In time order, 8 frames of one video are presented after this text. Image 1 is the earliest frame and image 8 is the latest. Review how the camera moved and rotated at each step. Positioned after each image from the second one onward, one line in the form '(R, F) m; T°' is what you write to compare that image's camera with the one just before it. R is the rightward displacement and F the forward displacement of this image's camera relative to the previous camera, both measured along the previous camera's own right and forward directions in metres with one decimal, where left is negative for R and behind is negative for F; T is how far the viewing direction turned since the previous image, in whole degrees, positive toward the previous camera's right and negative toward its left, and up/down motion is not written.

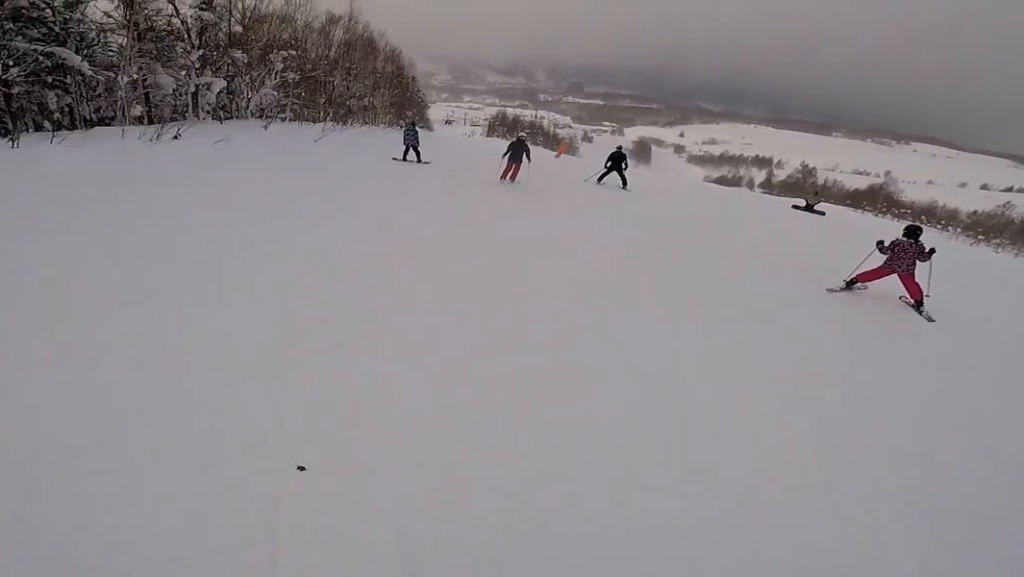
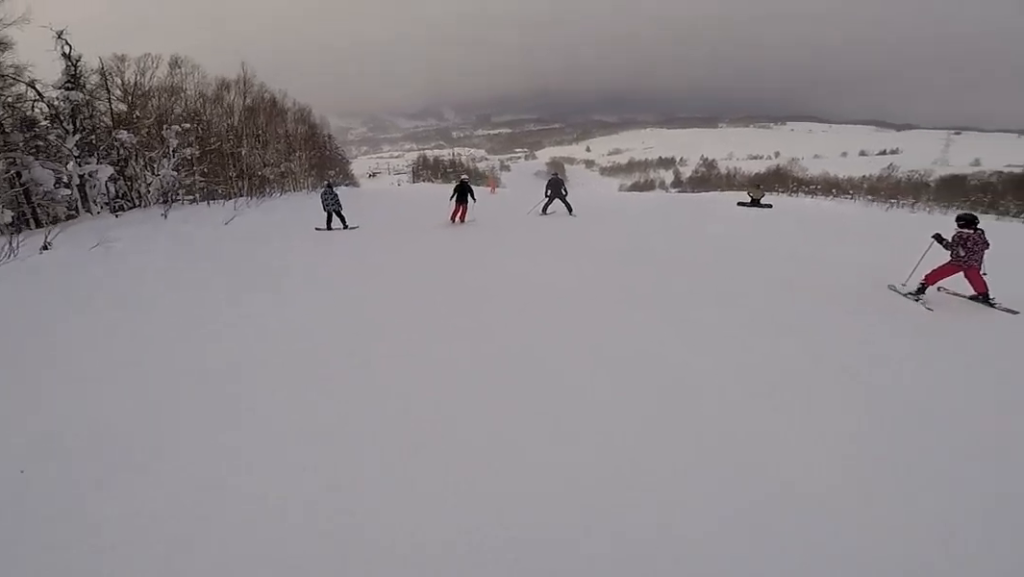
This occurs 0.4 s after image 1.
(-0.3, +2.8) m; +1°
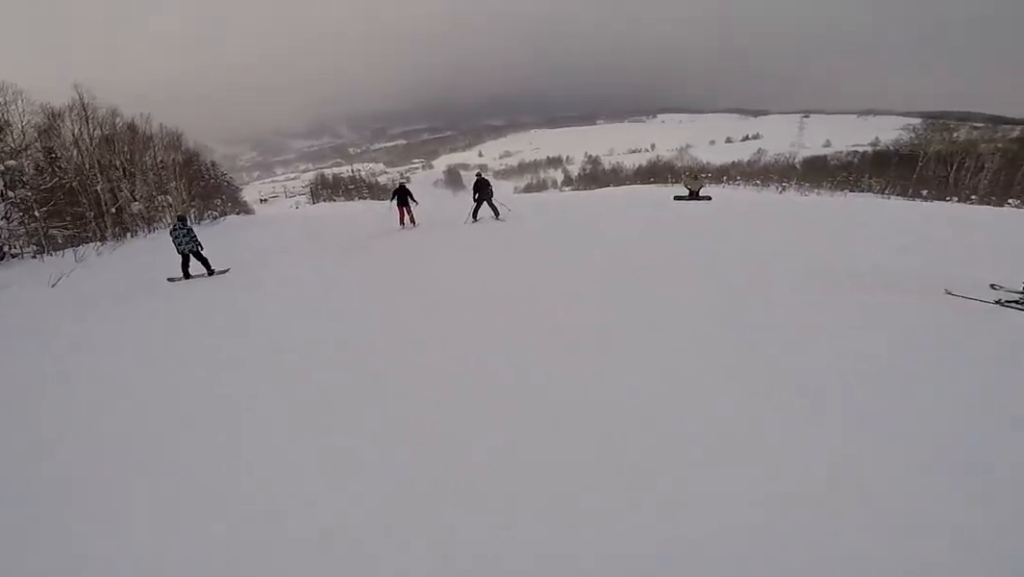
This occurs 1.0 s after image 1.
(+0.5, +4.1) m; +5°
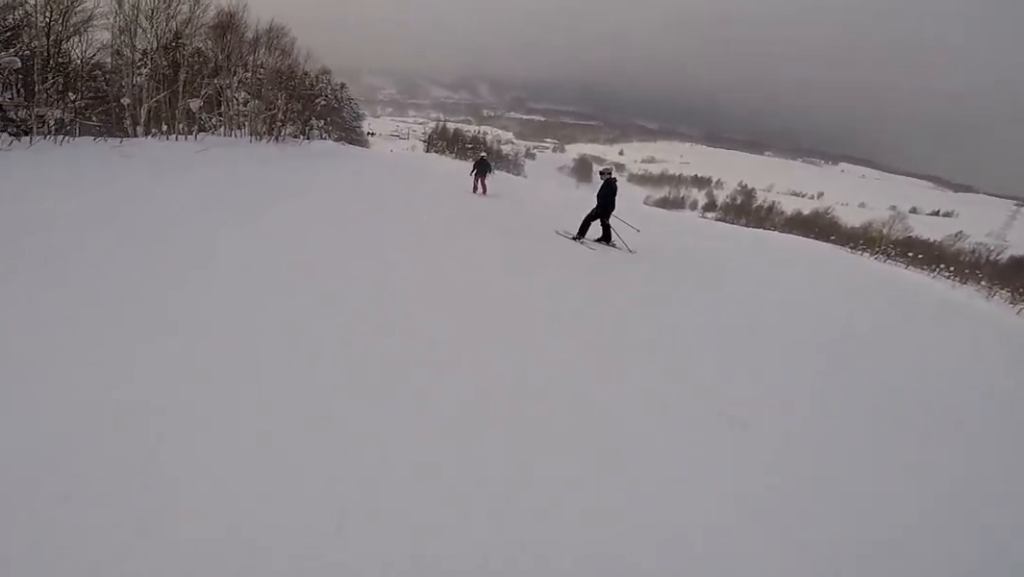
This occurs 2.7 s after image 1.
(-0.5, +10.8) m; -14°
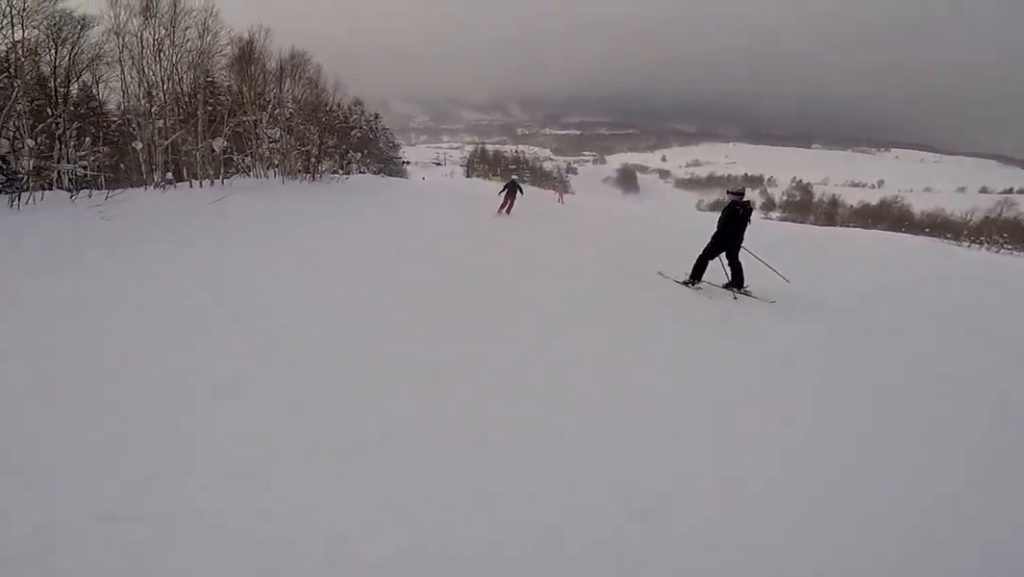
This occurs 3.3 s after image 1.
(-1.1, +4.5) m; -4°
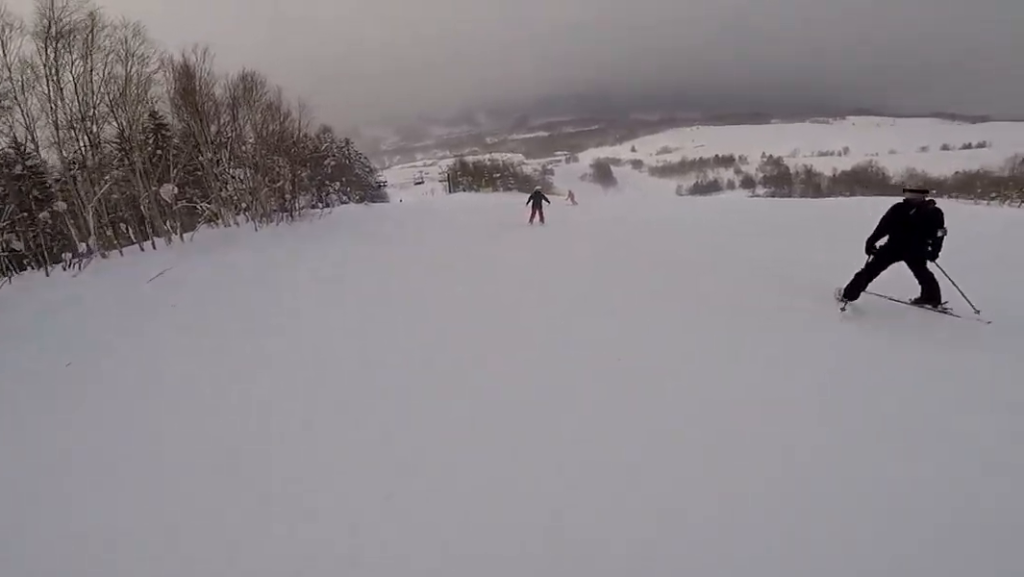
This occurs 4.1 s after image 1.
(+0.8, +5.4) m; +13°
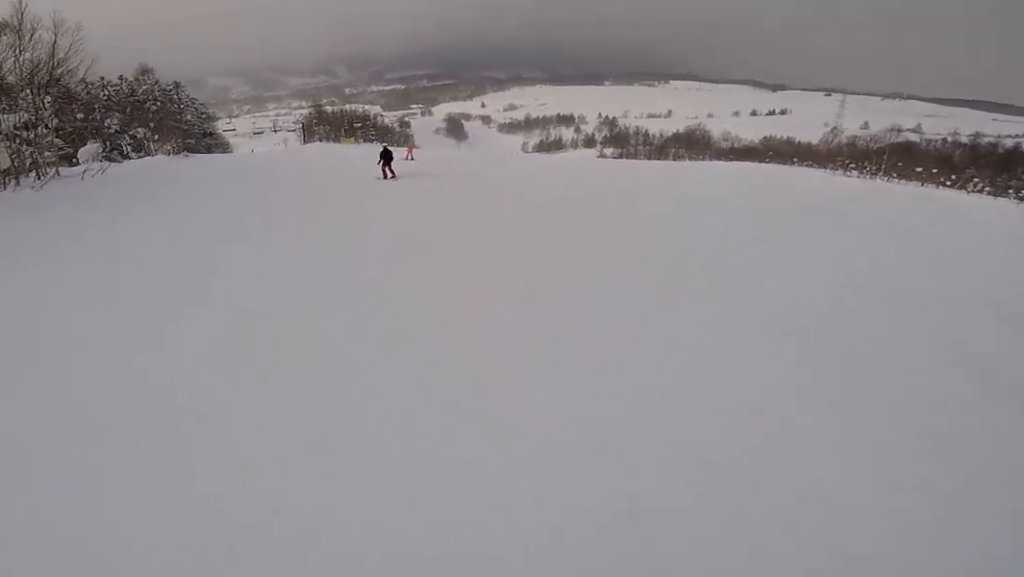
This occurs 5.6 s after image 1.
(+2.1, +11.5) m; +9°
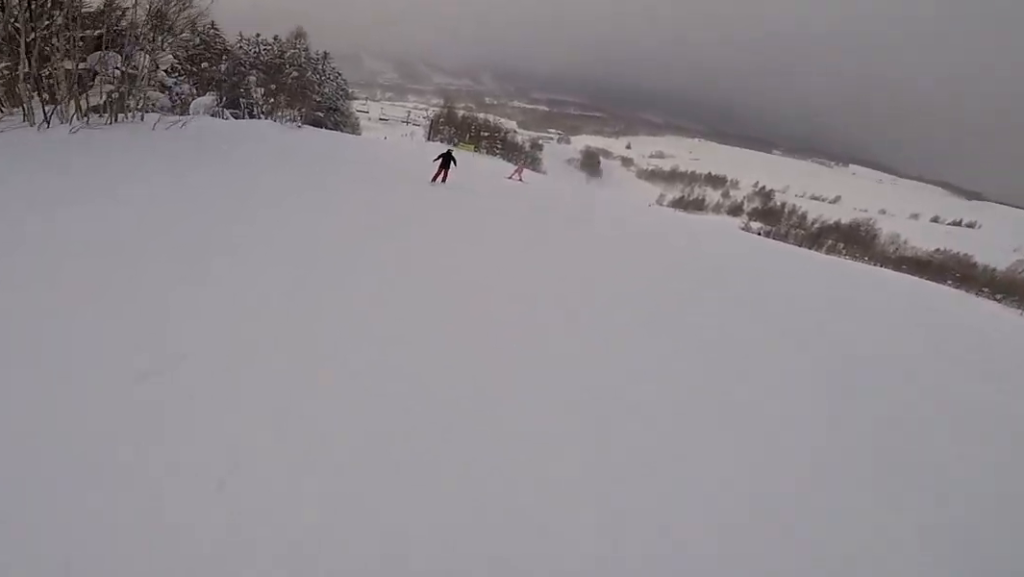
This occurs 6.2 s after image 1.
(-0.1, +4.7) m; -7°
